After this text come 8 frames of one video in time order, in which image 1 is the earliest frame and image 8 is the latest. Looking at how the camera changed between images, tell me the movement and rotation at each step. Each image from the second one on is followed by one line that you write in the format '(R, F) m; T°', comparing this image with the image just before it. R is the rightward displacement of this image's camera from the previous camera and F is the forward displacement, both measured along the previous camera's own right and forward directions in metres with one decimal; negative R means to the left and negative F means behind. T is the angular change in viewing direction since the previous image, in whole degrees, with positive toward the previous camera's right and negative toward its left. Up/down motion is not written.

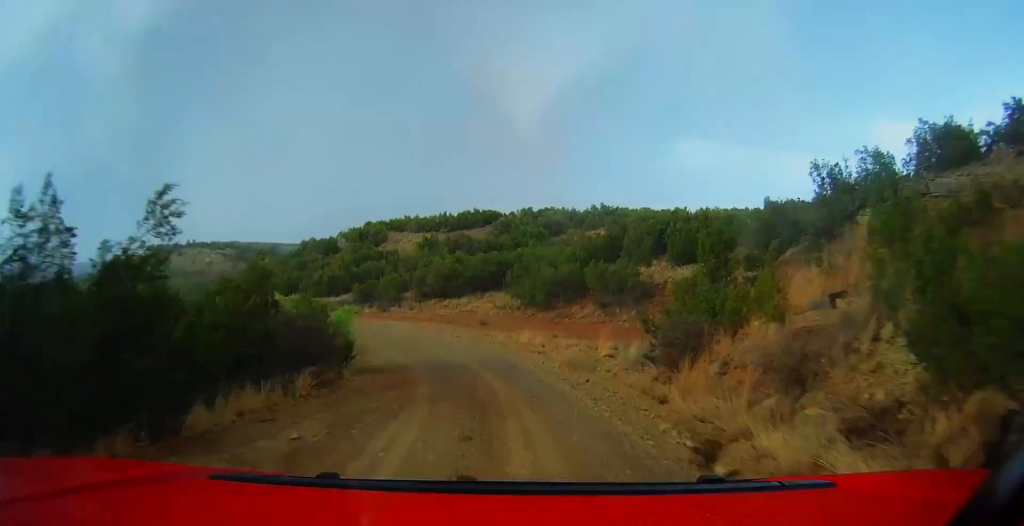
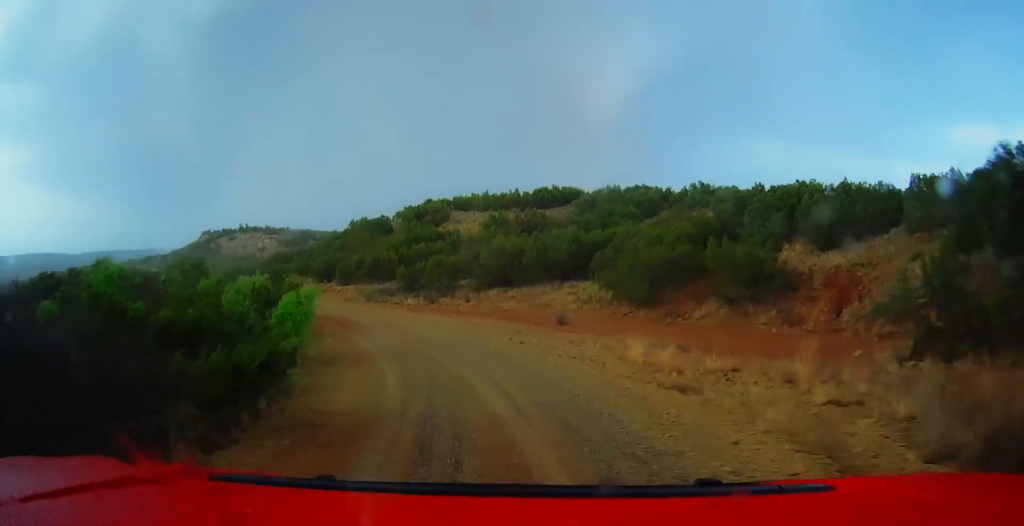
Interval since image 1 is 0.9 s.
(-0.4, +12.4) m; -6°
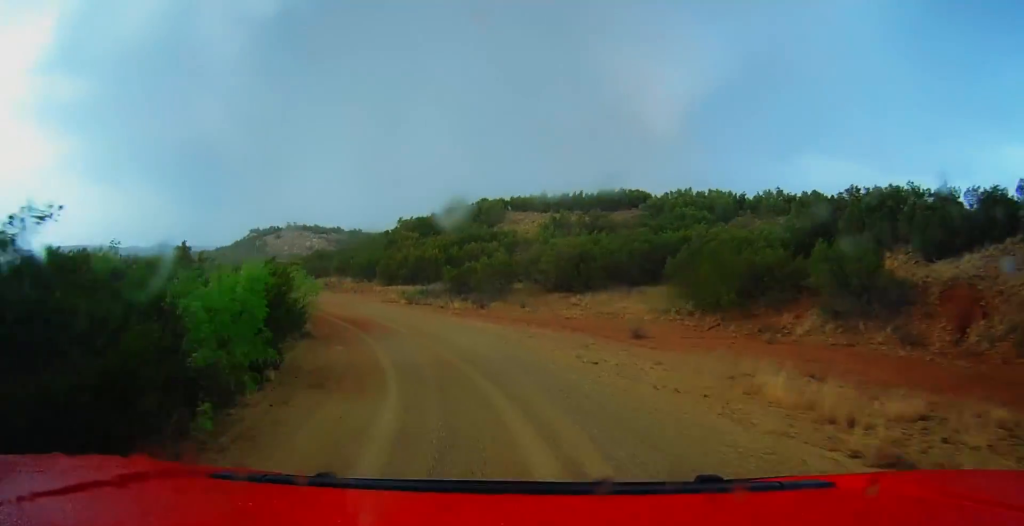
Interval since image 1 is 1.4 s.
(0.0, +5.6) m; -4°
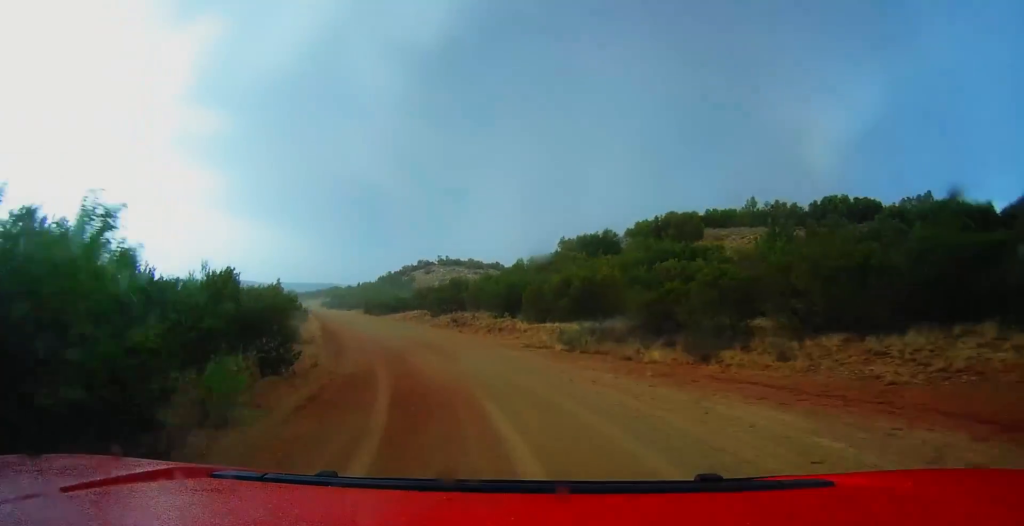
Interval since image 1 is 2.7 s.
(-1.9, +17.0) m; -13°
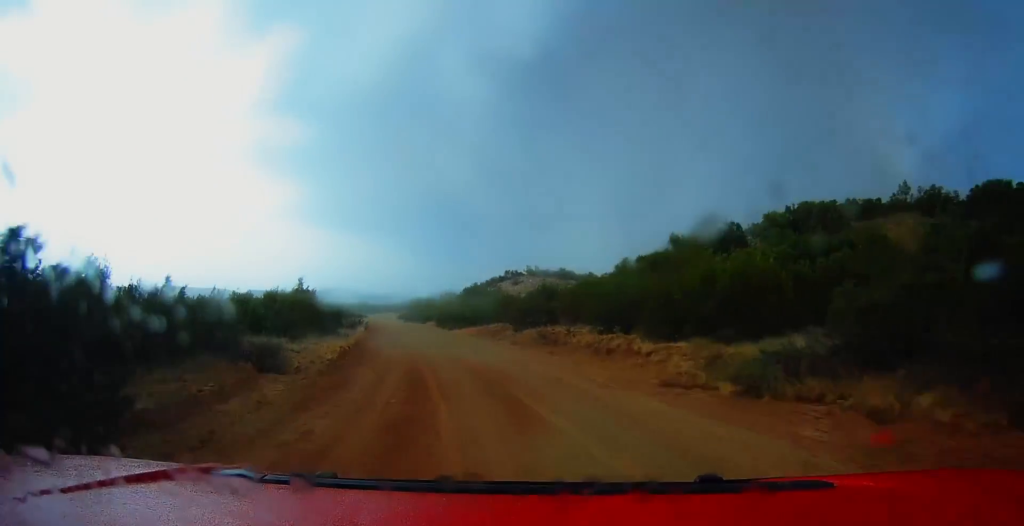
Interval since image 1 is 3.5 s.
(-0.7, +10.8) m; -11°
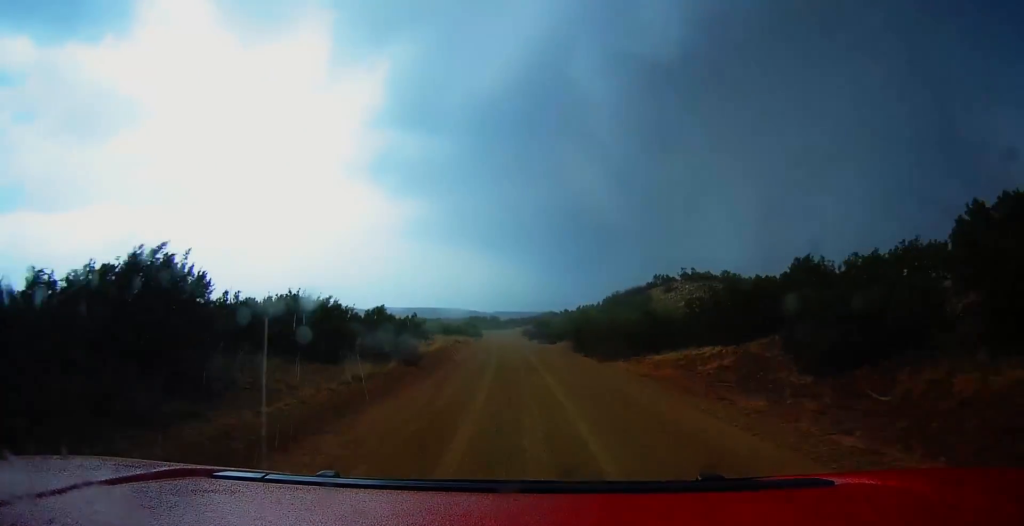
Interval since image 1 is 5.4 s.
(-4.4, +27.3) m; -10°
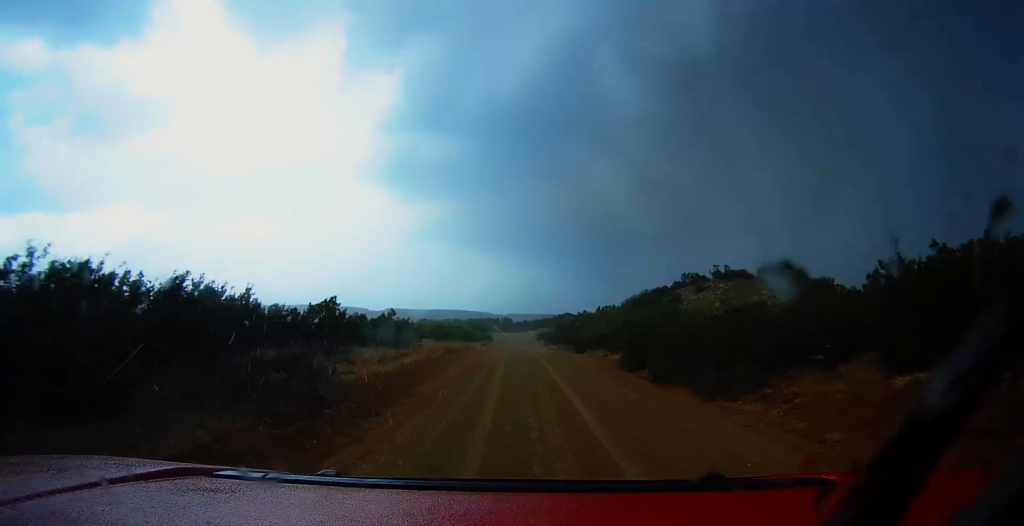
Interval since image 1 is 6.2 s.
(0.0, +12.3) m; 0°
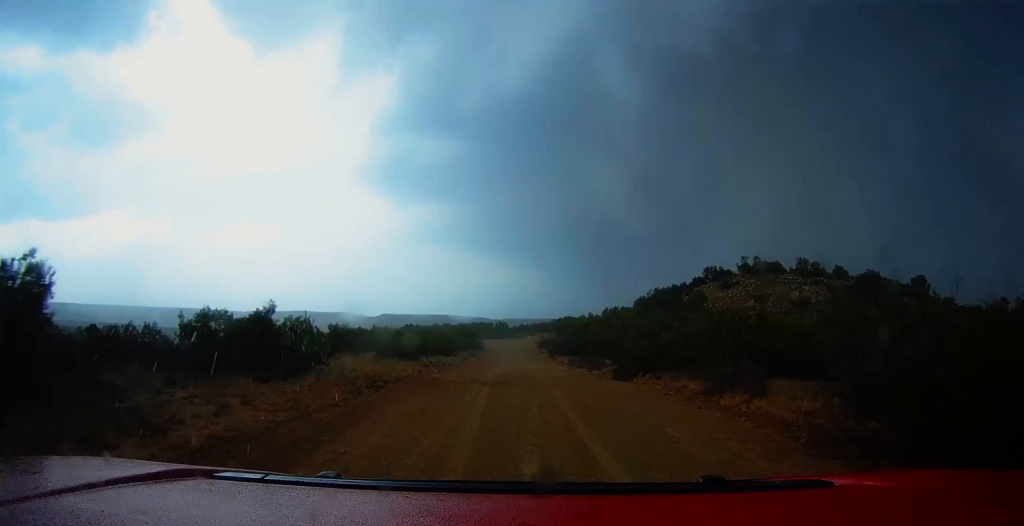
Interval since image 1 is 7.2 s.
(0.0, +16.1) m; -1°
